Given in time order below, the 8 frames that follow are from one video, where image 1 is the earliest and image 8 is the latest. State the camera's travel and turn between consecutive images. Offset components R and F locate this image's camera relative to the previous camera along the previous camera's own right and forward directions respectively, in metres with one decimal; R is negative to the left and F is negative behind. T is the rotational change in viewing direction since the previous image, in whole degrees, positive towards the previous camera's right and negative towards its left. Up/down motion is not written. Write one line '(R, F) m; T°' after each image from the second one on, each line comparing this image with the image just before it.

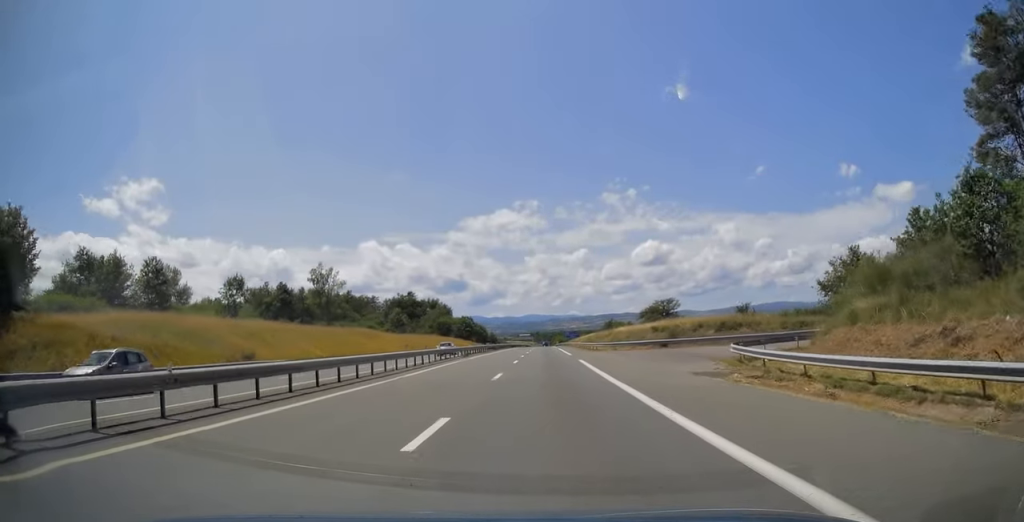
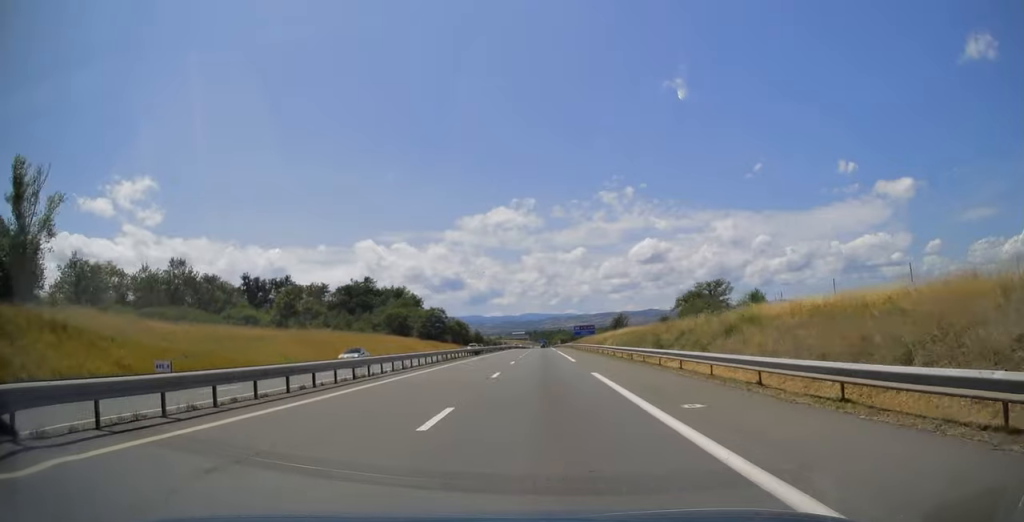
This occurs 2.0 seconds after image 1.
(+0.6, +63.8) m; 0°
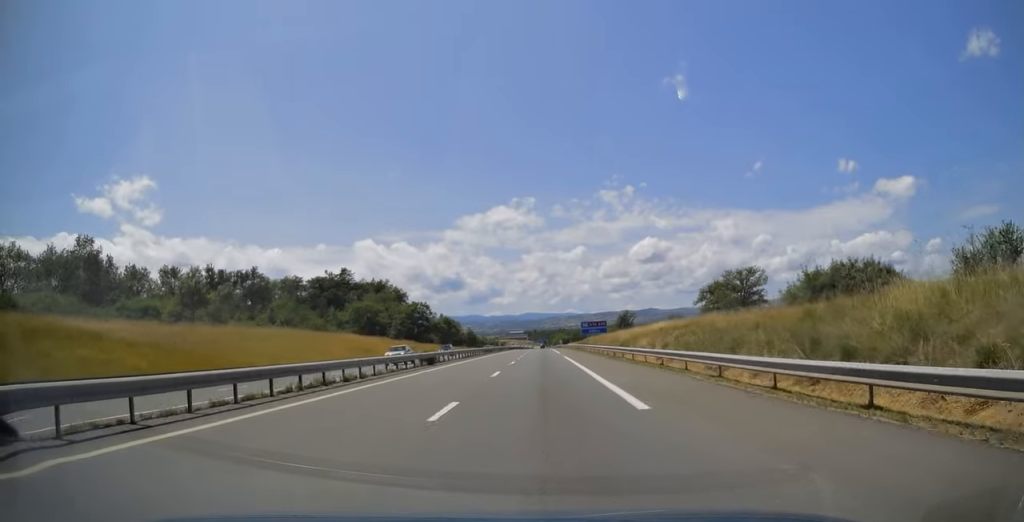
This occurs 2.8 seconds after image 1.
(-0.3, +24.9) m; 0°
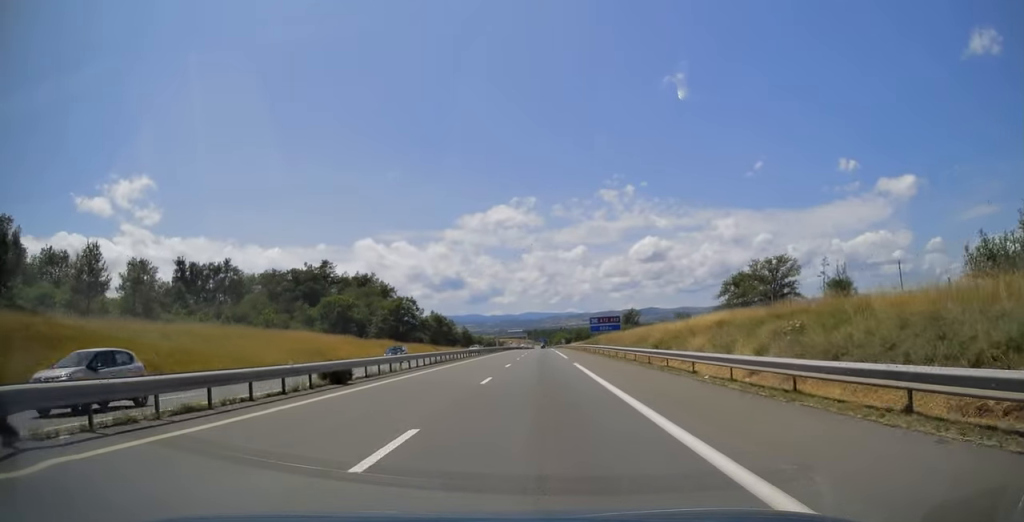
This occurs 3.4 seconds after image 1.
(+0.3, +17.1) m; 0°
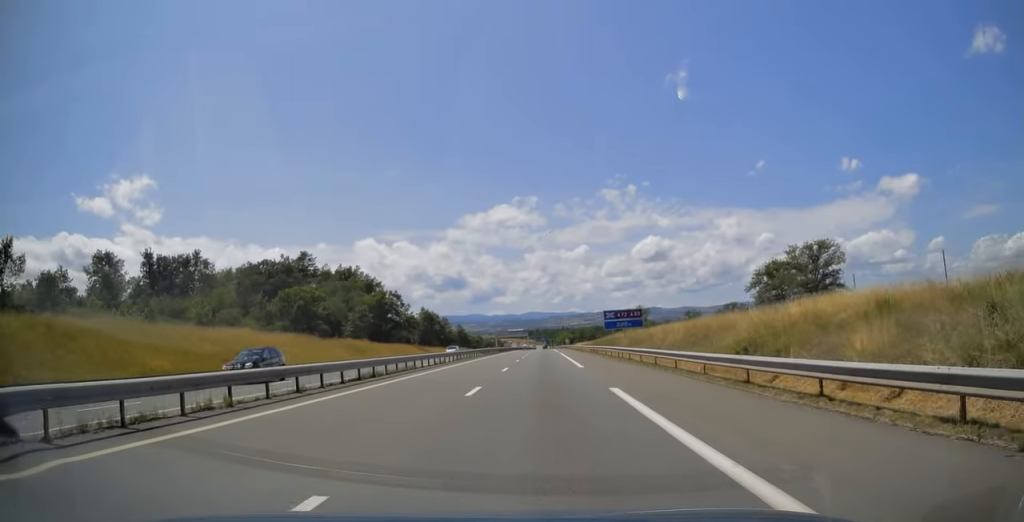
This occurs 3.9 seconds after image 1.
(+0.1, +17.1) m; 0°
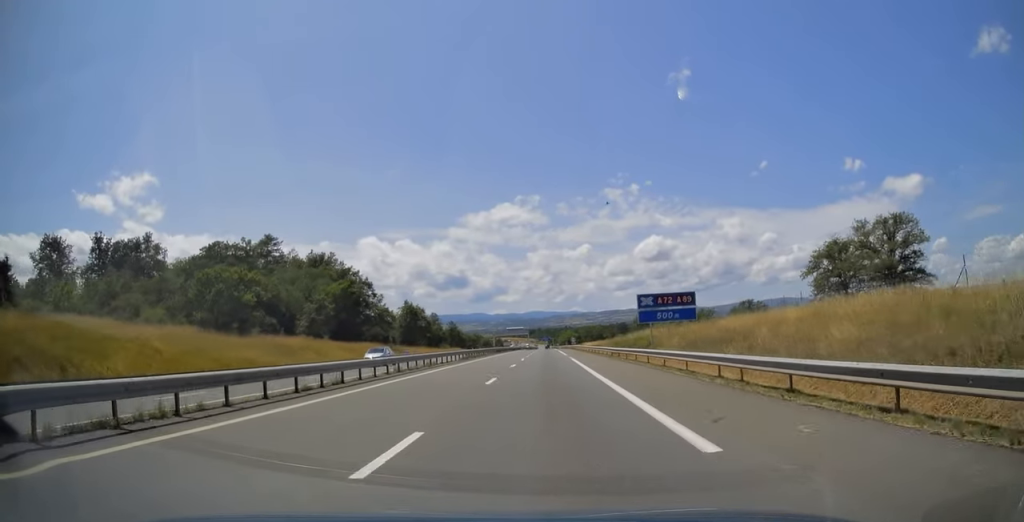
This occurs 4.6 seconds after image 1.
(-0.3, +22.3) m; -1°
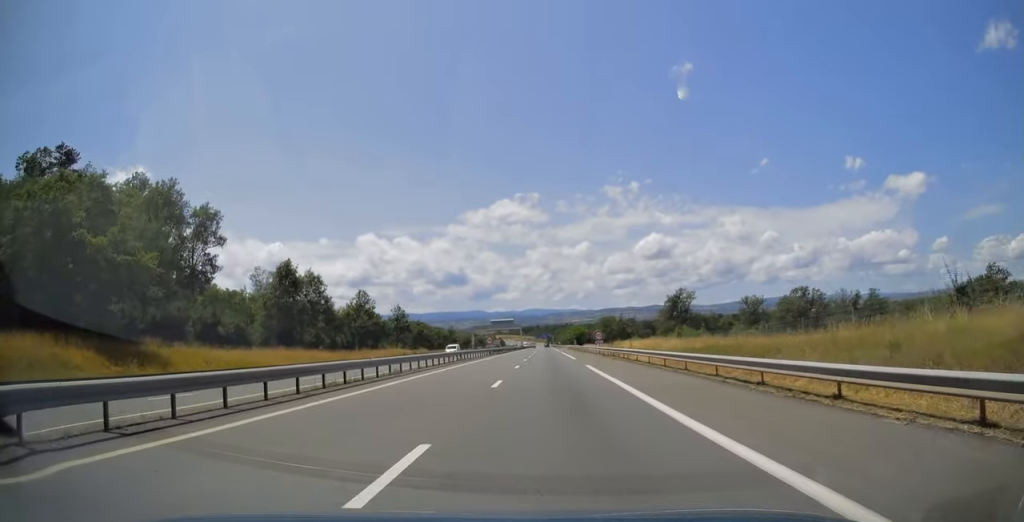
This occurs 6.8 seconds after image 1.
(-0.1, +66.5) m; 0°
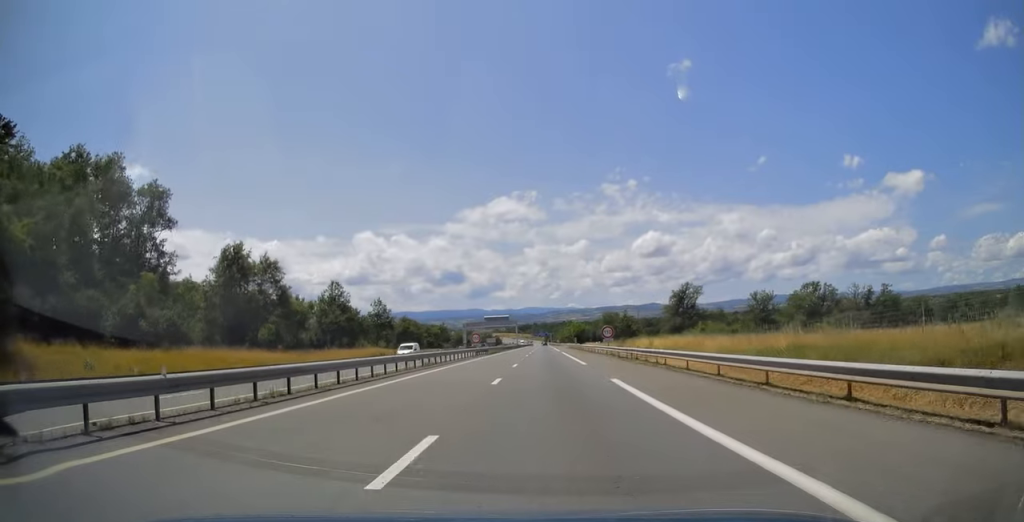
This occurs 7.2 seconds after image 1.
(0.0, +12.5) m; 0°
